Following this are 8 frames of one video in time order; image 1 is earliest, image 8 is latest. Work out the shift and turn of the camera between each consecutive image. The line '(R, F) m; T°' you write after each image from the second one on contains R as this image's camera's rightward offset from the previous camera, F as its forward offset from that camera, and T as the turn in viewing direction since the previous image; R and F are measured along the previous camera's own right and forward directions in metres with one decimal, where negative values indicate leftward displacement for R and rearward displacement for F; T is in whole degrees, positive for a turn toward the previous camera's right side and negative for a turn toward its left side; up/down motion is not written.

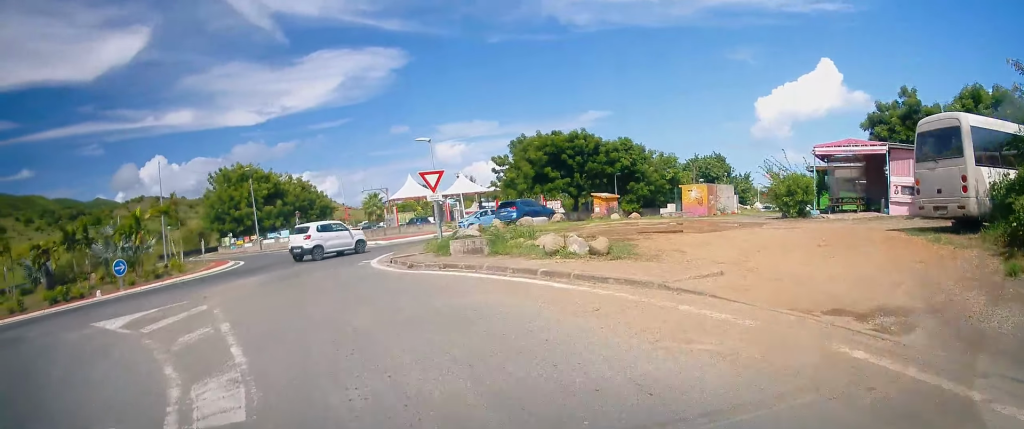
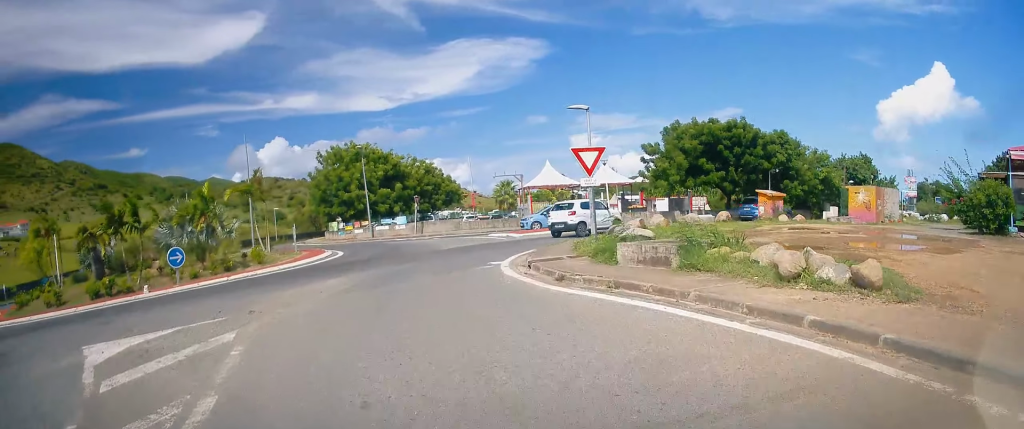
(-0.4, +5.2) m; -8°
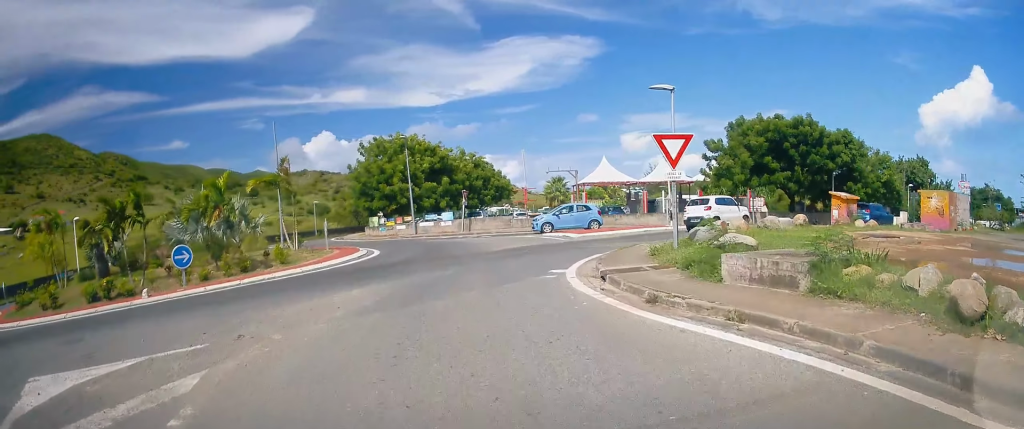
(-0.1, +2.8) m; -4°
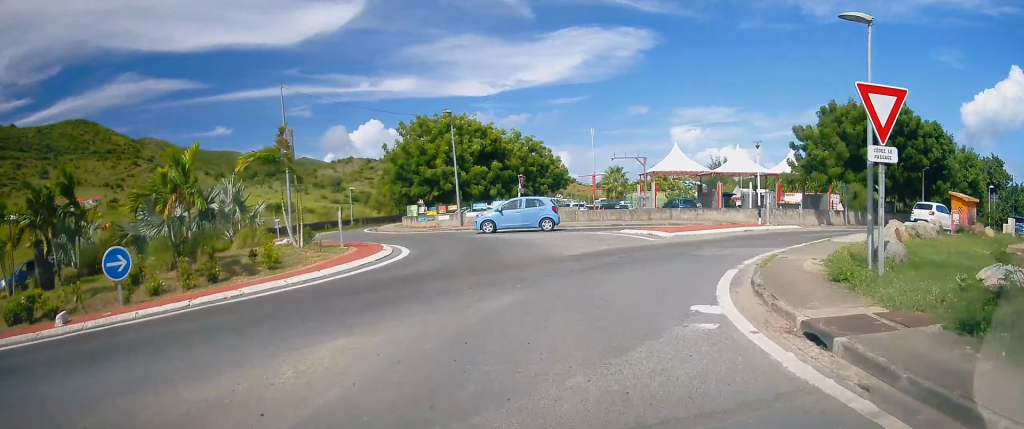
(-0.5, +5.7) m; -5°
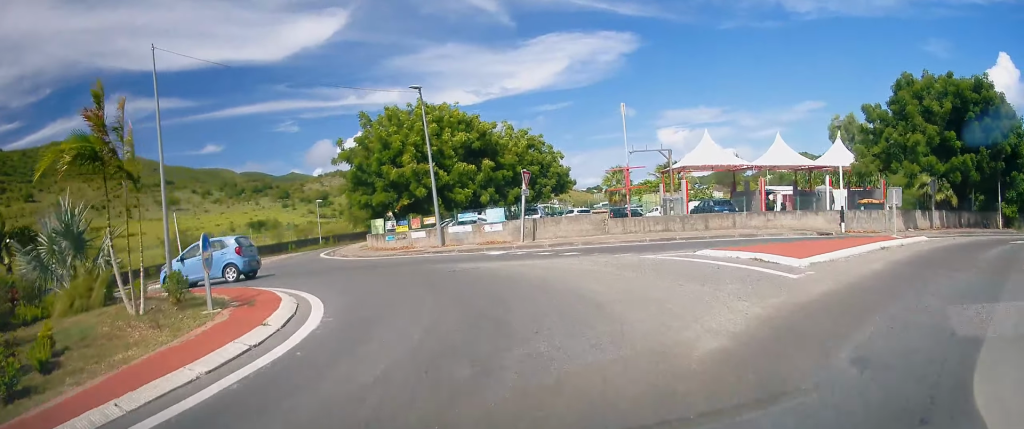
(+0.6, +8.9) m; +2°
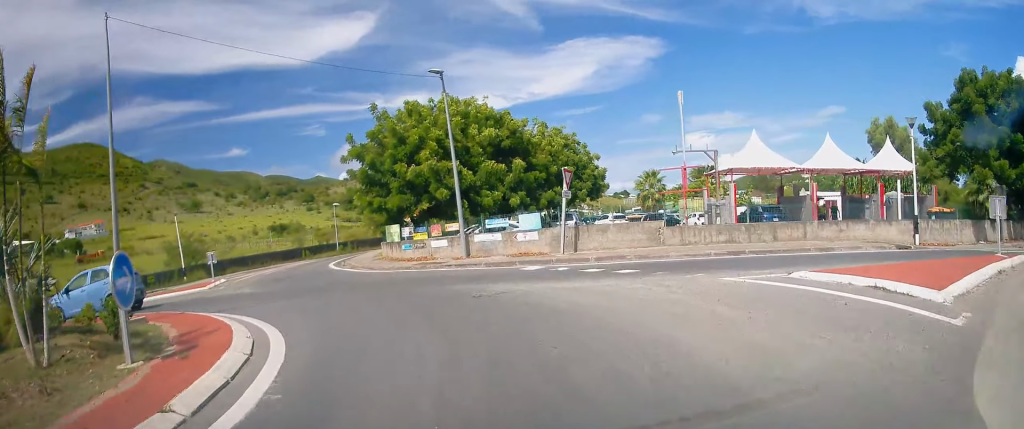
(-0.4, +3.4) m; -6°
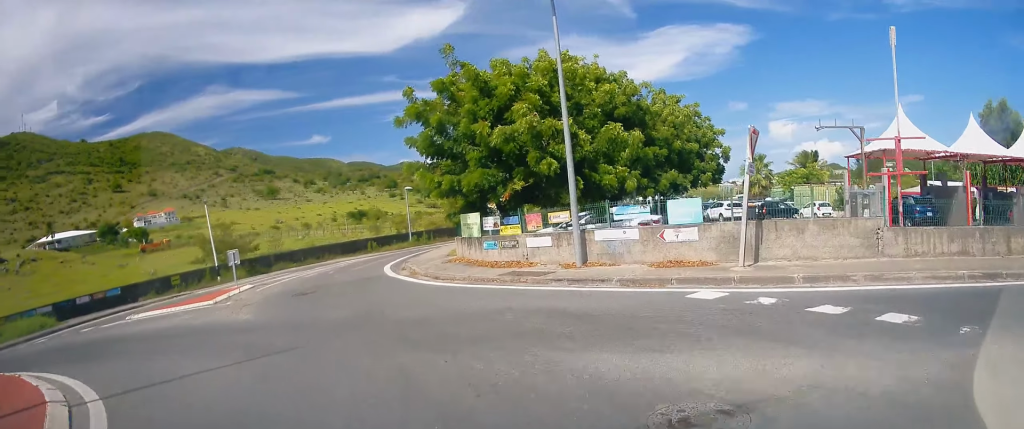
(-0.6, +6.9) m; -6°
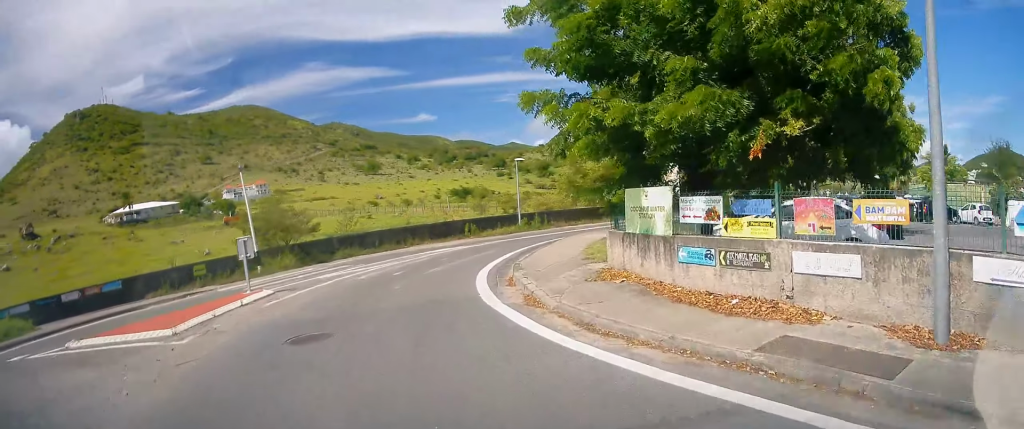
(-0.2, +8.1) m; -6°
